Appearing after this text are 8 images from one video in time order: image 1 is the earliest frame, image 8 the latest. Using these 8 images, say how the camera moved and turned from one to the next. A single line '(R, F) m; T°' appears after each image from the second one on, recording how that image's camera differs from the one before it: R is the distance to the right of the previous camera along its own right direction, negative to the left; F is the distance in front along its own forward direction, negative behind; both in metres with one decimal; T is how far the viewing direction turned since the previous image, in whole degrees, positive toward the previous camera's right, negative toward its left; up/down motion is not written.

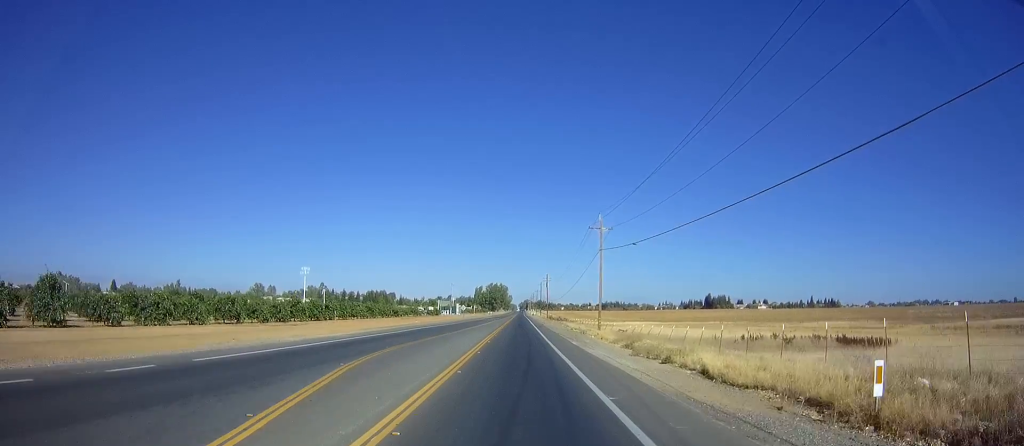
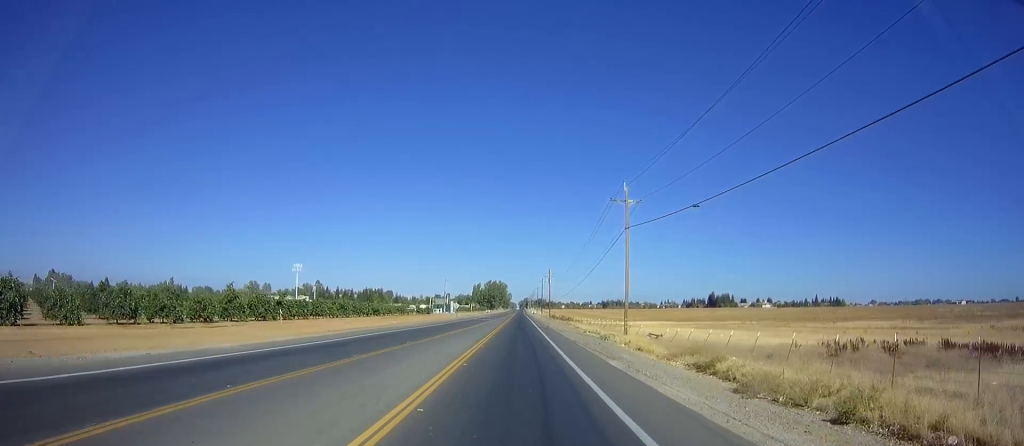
(0.0, +12.6) m; 0°
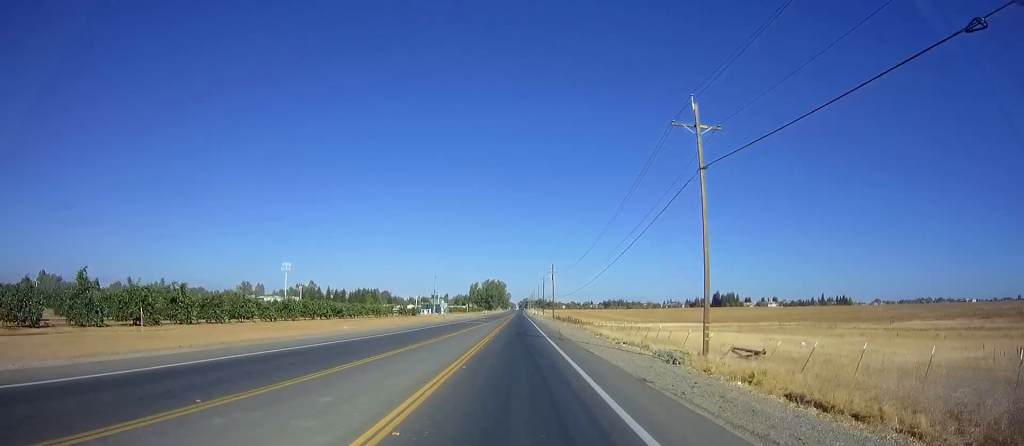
(0.0, +16.5) m; 0°
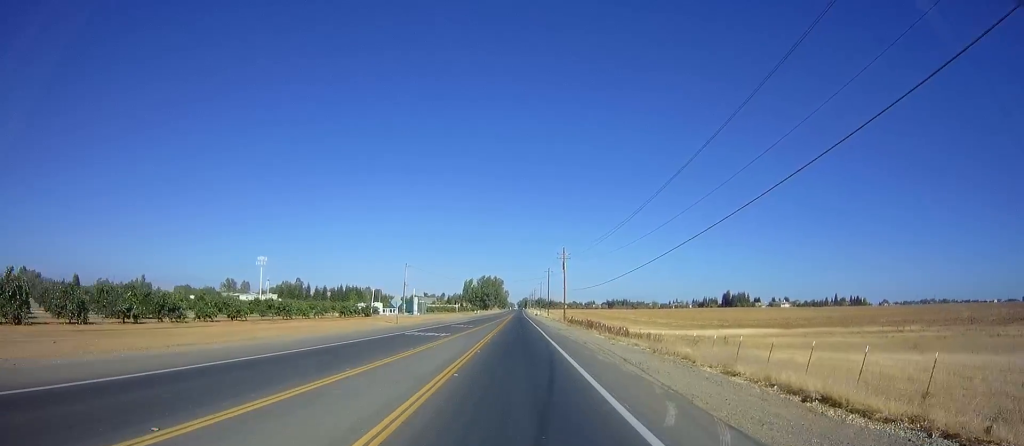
(0.0, +32.4) m; 0°
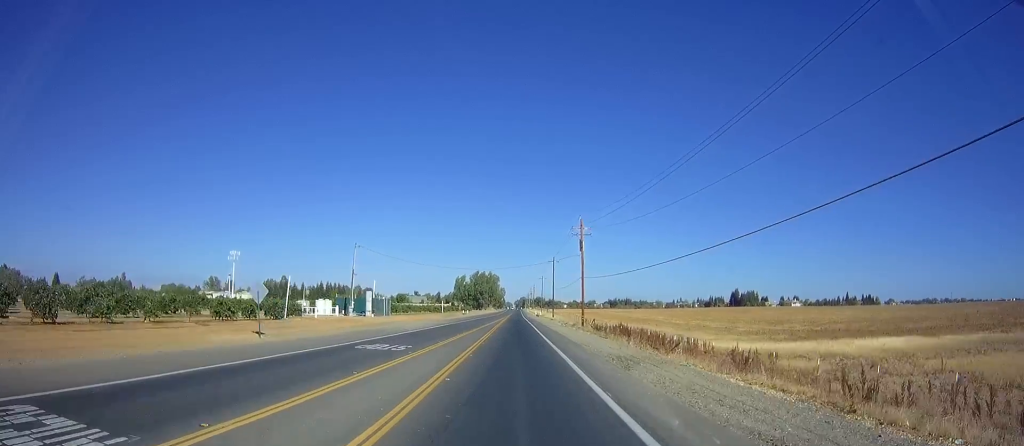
(+0.2, +28.7) m; 0°
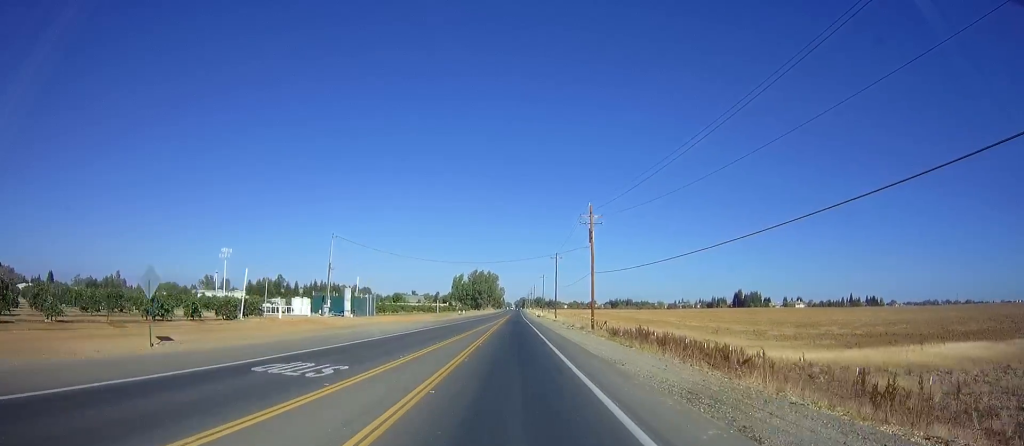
(-0.1, +8.5) m; 0°
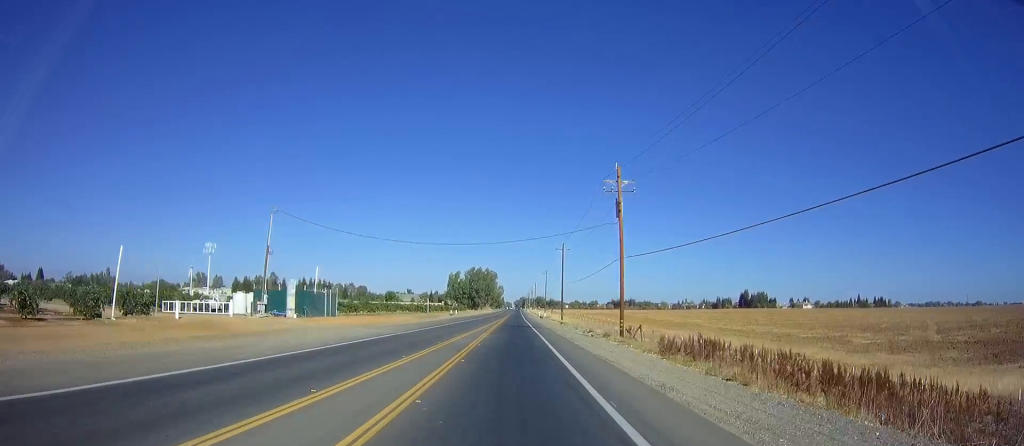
(0.0, +15.3) m; 0°
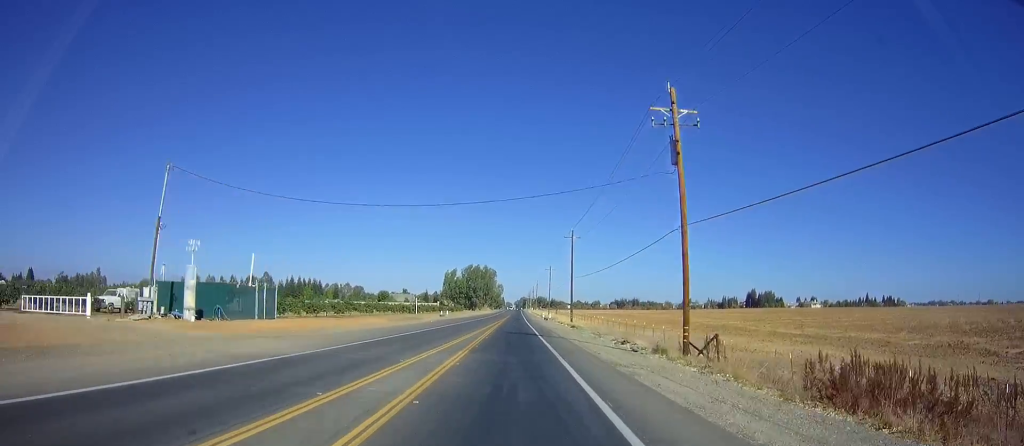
(+0.2, +14.9) m; 0°
